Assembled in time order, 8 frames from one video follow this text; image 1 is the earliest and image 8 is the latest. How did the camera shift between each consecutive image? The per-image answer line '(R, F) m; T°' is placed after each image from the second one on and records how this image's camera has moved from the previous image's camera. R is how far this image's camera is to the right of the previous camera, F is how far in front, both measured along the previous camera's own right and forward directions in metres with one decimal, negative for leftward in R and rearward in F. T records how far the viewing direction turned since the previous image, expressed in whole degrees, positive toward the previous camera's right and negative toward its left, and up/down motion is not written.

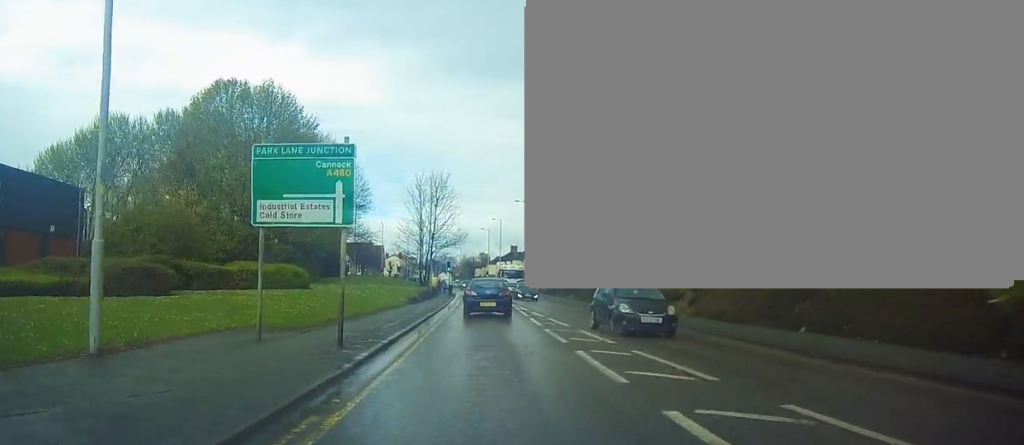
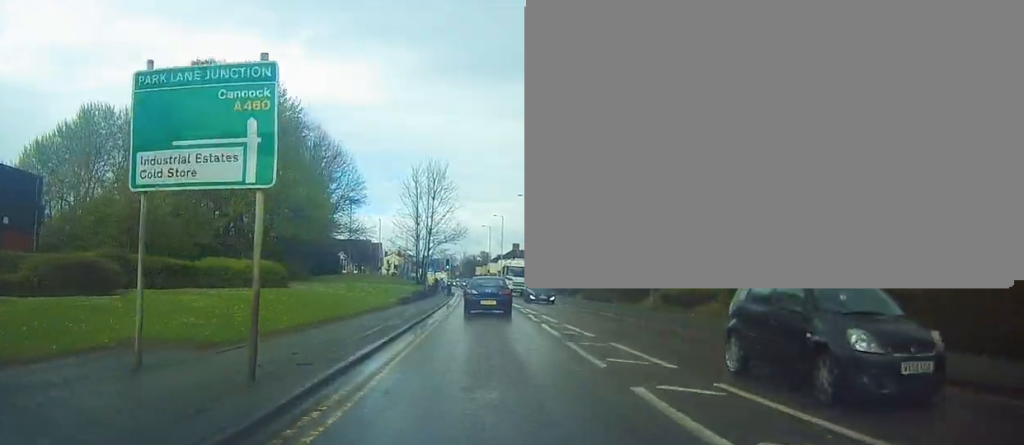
(0.0, +4.4) m; +1°
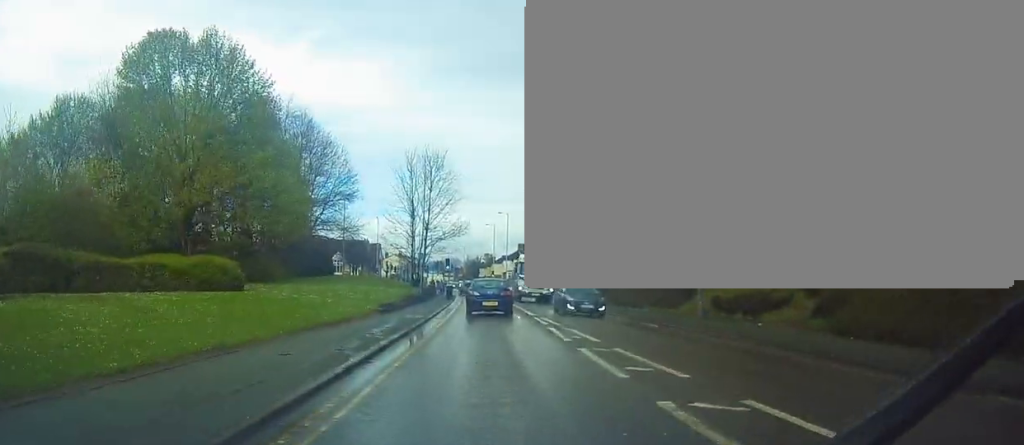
(+0.2, +6.8) m; -2°
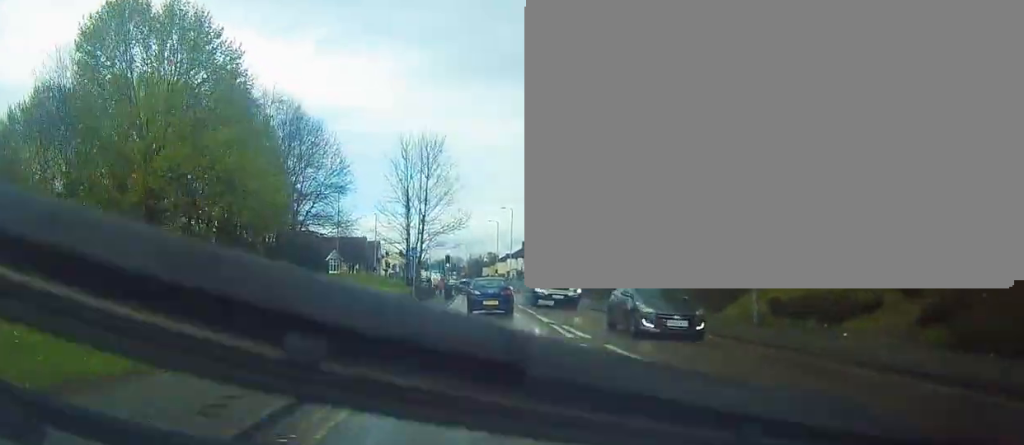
(-0.3, +5.3) m; 0°
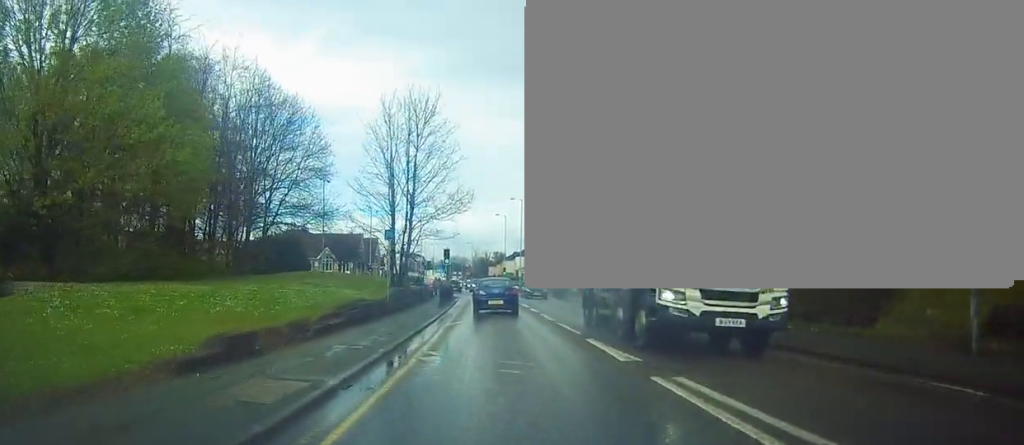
(+0.2, +10.9) m; 0°
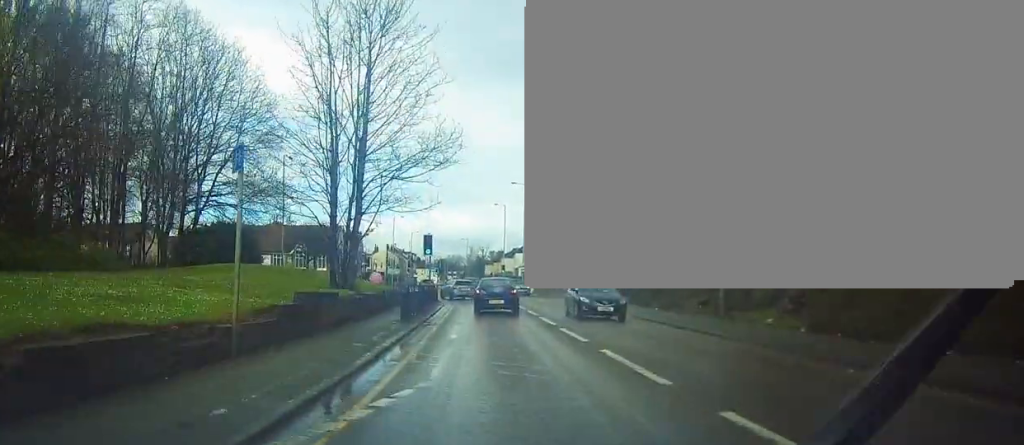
(-0.5, +14.1) m; -2°
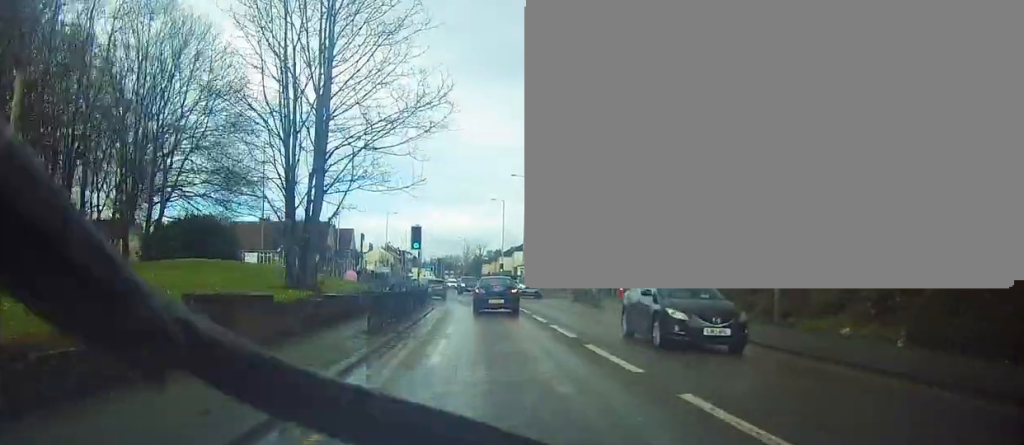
(+0.1, +5.0) m; +1°
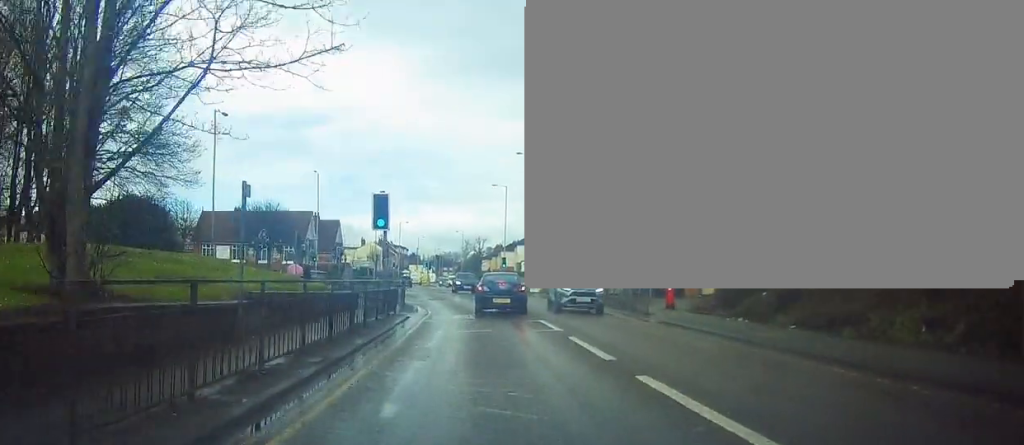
(+0.3, +10.9) m; -1°
